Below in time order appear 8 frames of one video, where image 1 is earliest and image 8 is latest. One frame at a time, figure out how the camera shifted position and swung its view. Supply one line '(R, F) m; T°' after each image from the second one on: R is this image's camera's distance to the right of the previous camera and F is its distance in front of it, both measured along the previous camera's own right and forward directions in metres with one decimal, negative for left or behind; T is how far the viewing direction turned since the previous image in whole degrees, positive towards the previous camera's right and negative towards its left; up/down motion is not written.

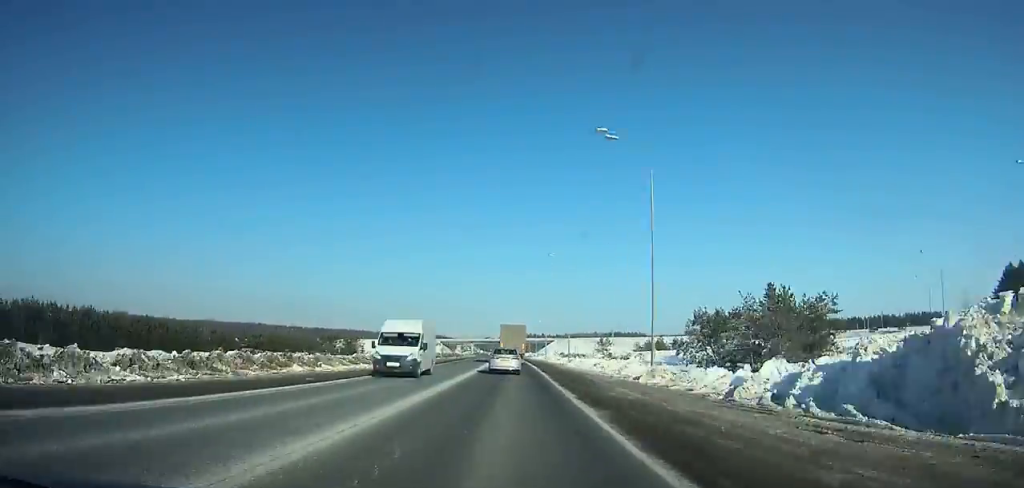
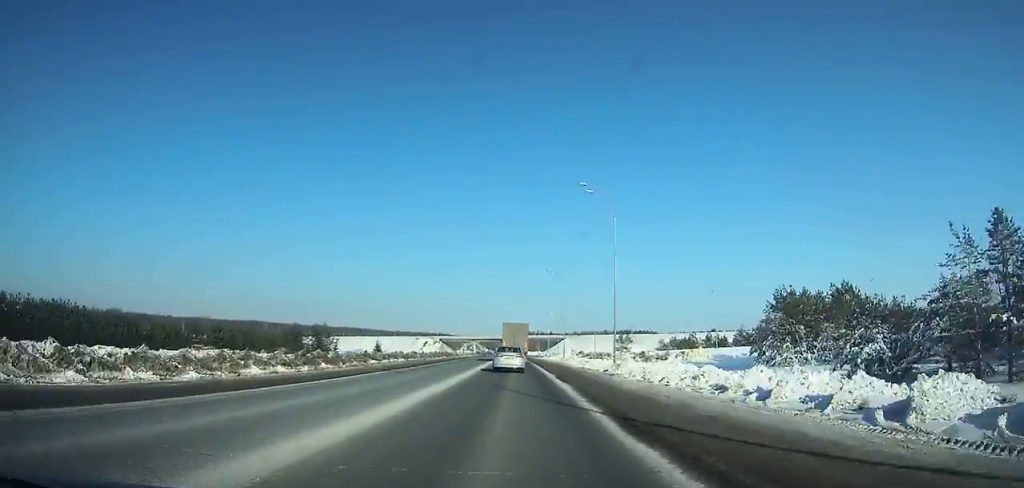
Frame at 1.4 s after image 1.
(-0.1, +27.6) m; 0°
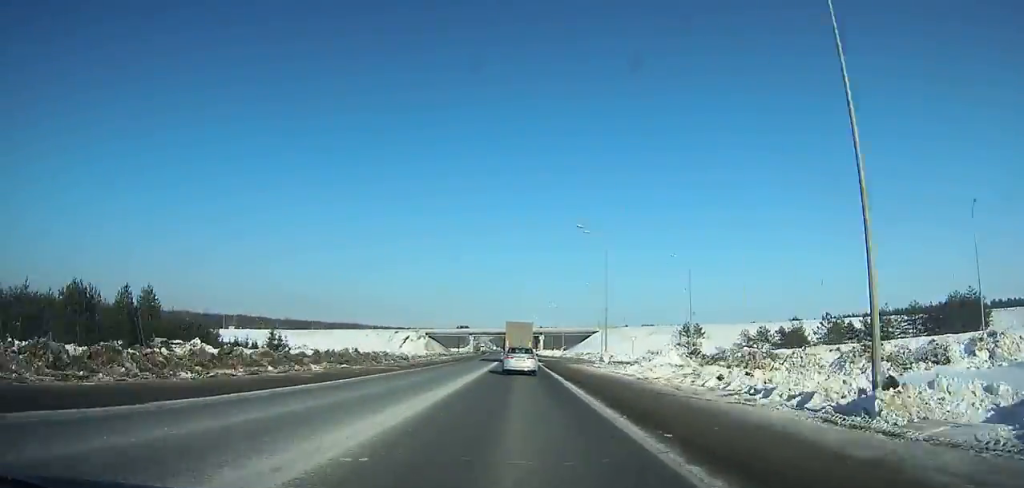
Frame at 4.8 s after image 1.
(-0.7, +66.0) m; -1°
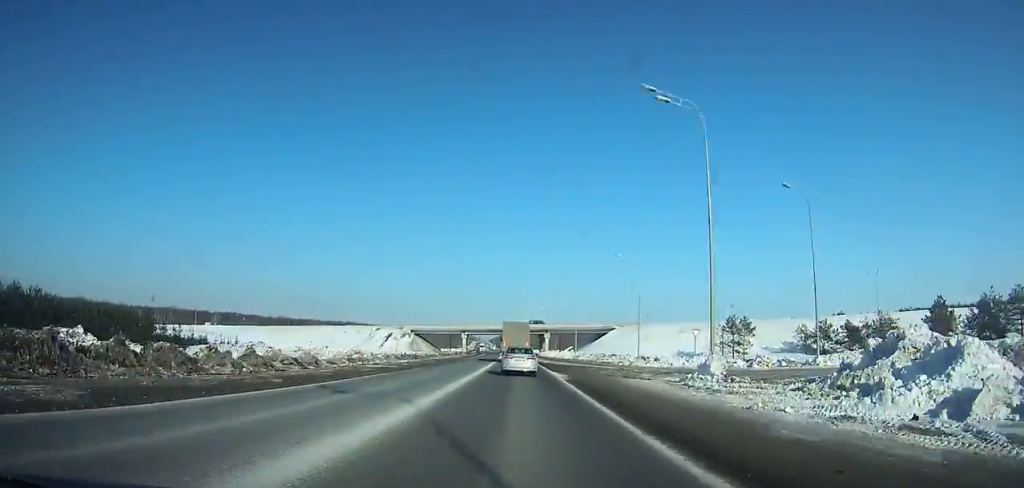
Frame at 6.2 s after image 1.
(0.0, +26.7) m; 0°
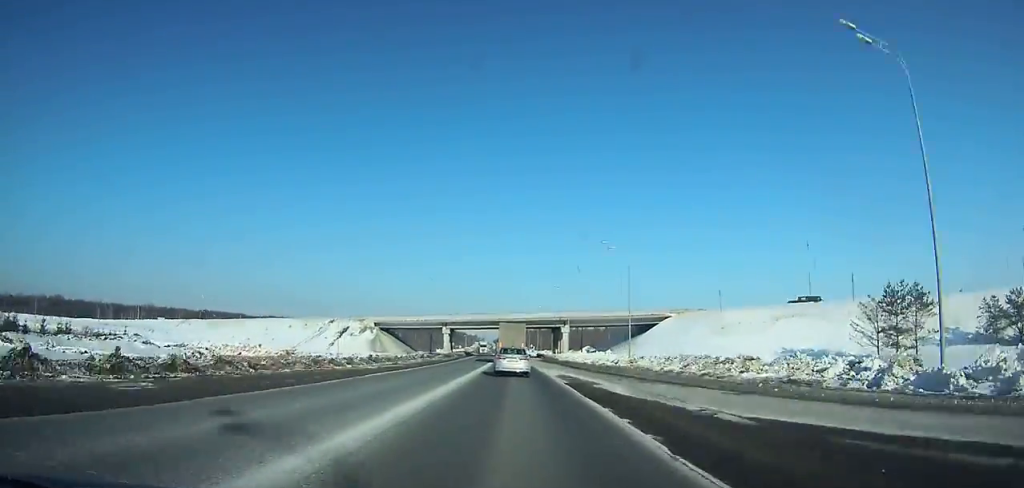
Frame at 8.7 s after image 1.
(-0.4, +47.6) m; -1°
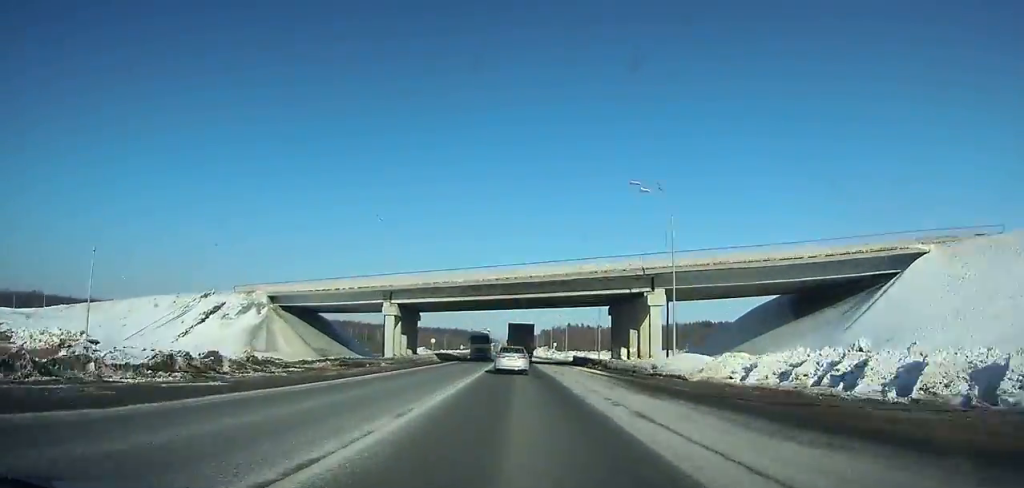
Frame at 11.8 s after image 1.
(-0.5, +58.8) m; -1°
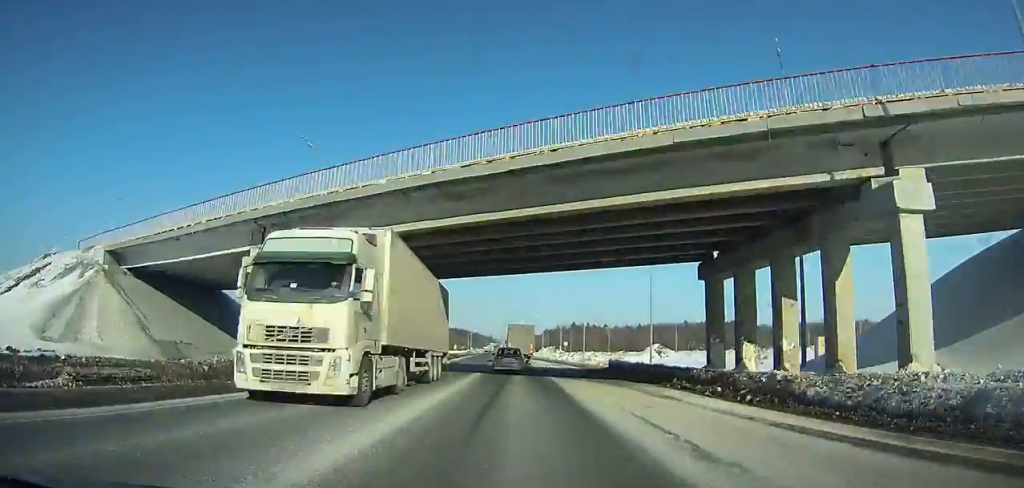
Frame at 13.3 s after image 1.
(-0.1, +28.5) m; 0°
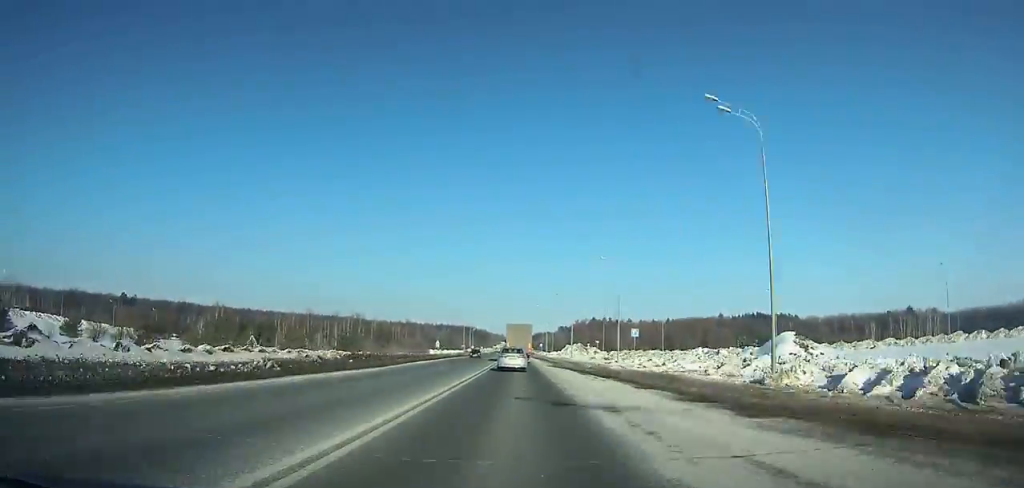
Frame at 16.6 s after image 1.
(-0.5, +63.2) m; -1°
